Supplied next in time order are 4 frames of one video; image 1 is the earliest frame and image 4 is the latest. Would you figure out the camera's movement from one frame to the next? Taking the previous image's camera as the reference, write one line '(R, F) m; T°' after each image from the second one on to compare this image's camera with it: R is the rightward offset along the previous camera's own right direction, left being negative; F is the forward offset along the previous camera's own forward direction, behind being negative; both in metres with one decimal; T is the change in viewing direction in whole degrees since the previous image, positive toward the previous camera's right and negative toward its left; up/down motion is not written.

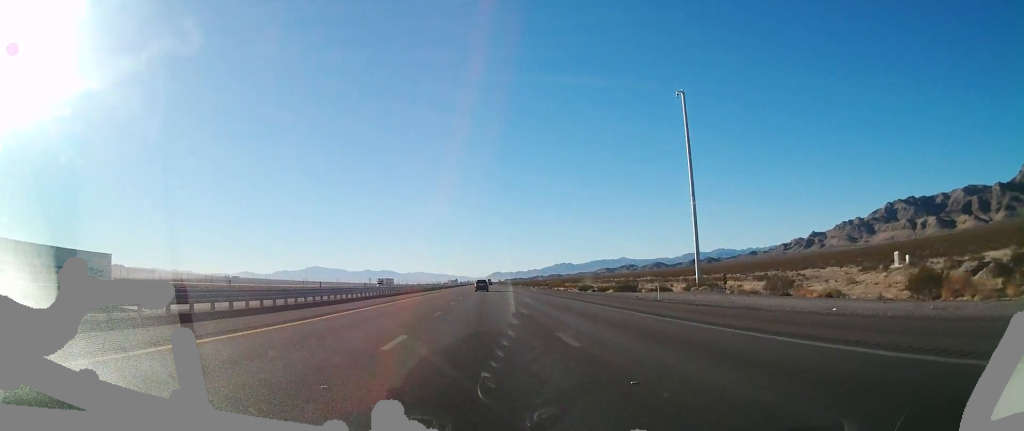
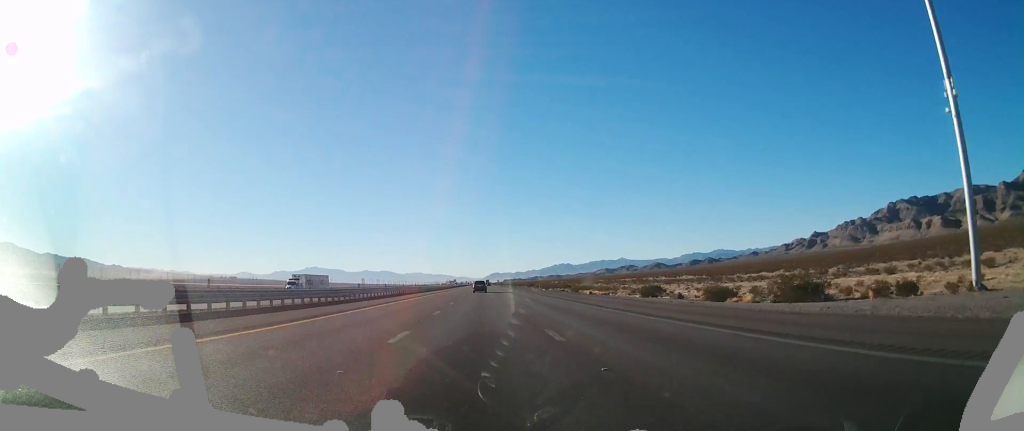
(0.0, +47.7) m; 0°
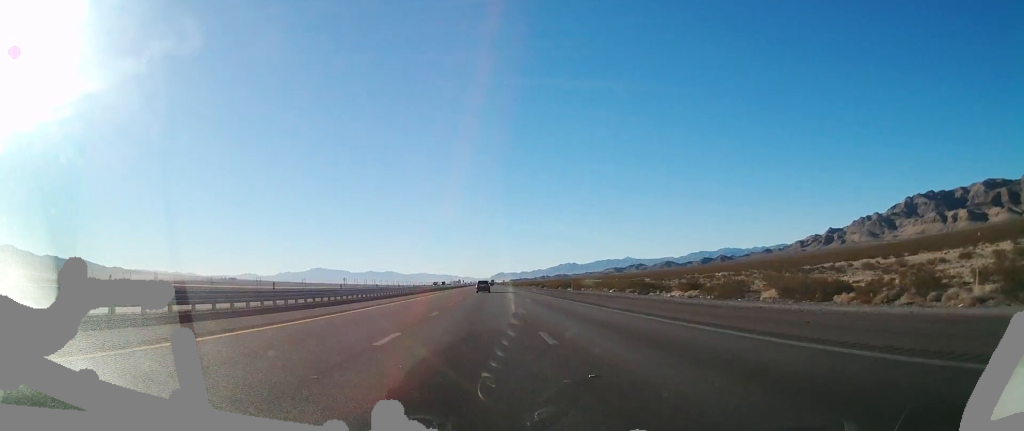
(+1.2, +159.5) m; 0°
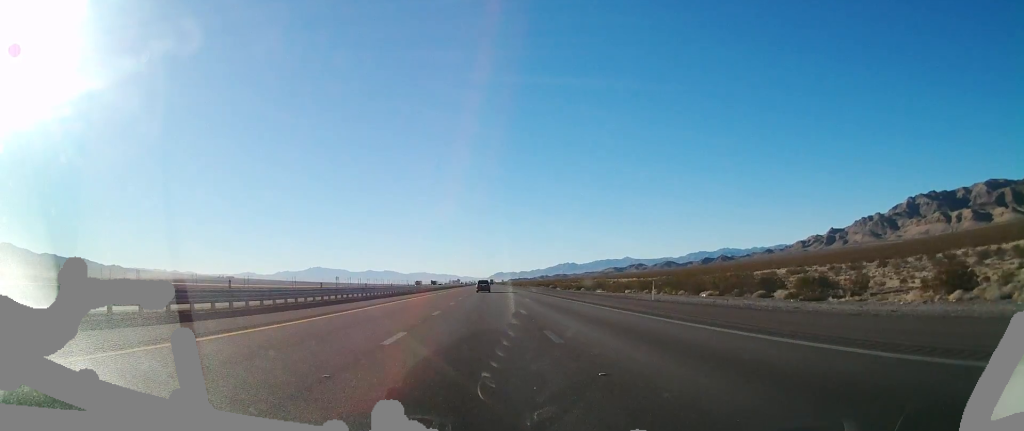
(+0.1, +36.5) m; 0°
